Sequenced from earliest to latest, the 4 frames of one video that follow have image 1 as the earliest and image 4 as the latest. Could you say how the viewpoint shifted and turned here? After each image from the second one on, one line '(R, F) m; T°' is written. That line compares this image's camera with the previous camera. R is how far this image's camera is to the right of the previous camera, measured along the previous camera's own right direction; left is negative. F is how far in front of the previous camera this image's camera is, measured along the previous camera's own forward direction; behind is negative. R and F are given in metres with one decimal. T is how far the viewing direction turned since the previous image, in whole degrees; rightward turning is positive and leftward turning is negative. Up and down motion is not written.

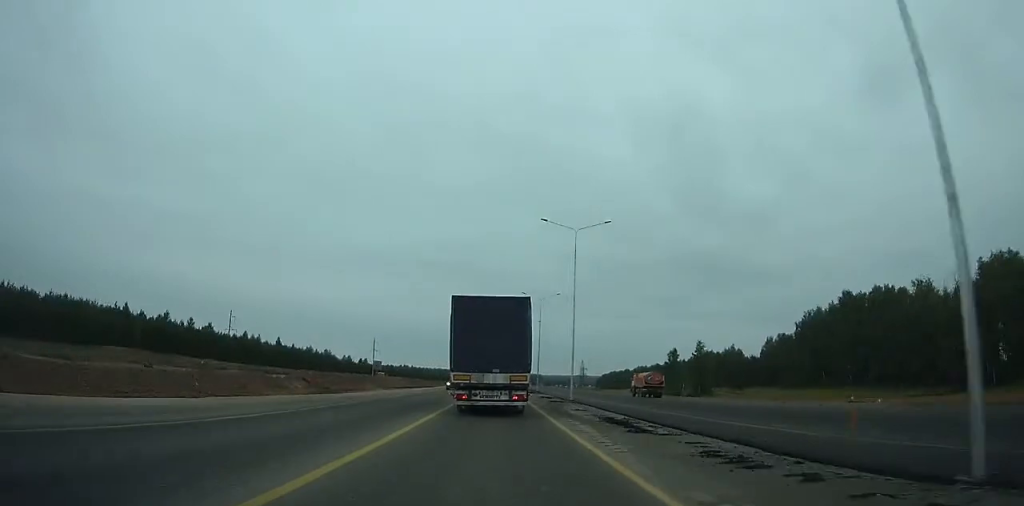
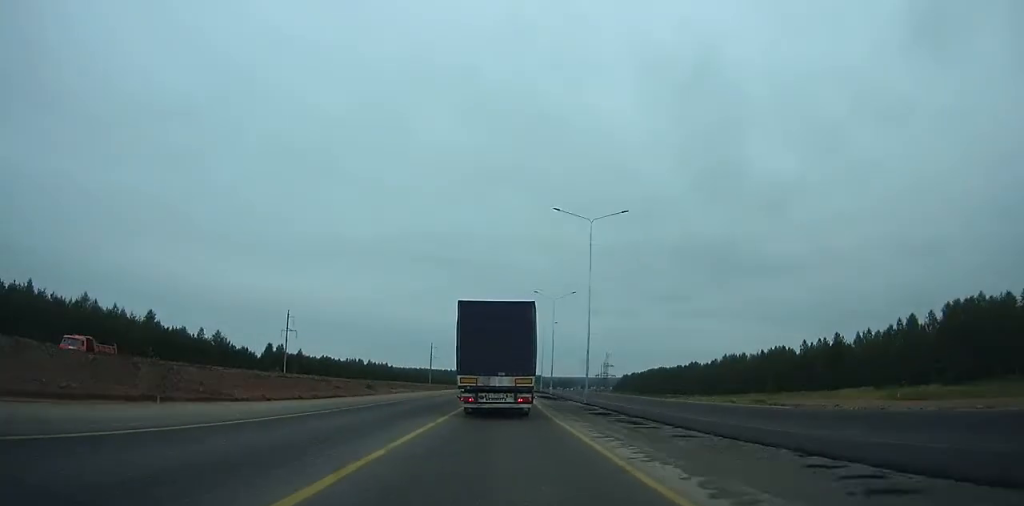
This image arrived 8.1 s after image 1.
(+0.2, +143.9) m; +1°
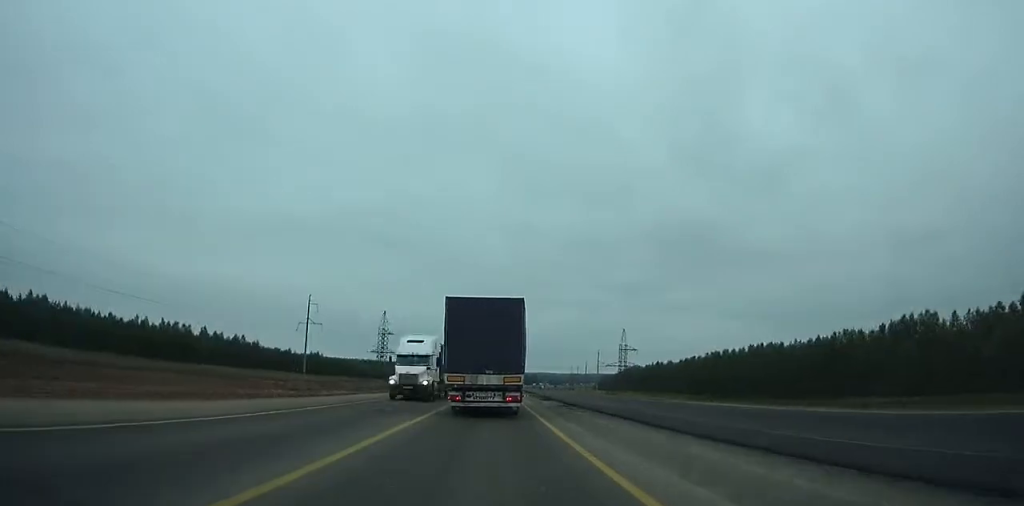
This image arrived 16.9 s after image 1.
(+4.3, +157.1) m; +3°
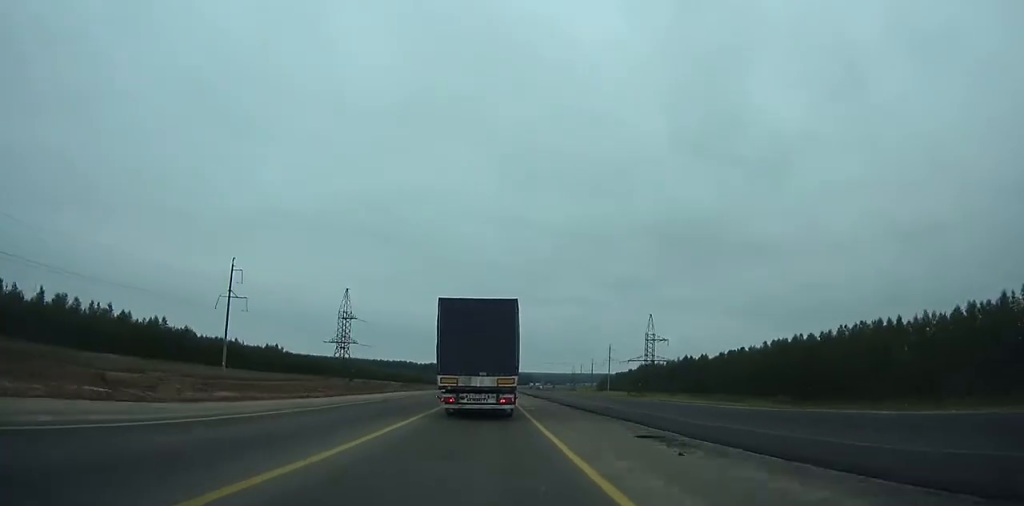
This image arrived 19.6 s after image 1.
(+0.1, +48.7) m; 0°
